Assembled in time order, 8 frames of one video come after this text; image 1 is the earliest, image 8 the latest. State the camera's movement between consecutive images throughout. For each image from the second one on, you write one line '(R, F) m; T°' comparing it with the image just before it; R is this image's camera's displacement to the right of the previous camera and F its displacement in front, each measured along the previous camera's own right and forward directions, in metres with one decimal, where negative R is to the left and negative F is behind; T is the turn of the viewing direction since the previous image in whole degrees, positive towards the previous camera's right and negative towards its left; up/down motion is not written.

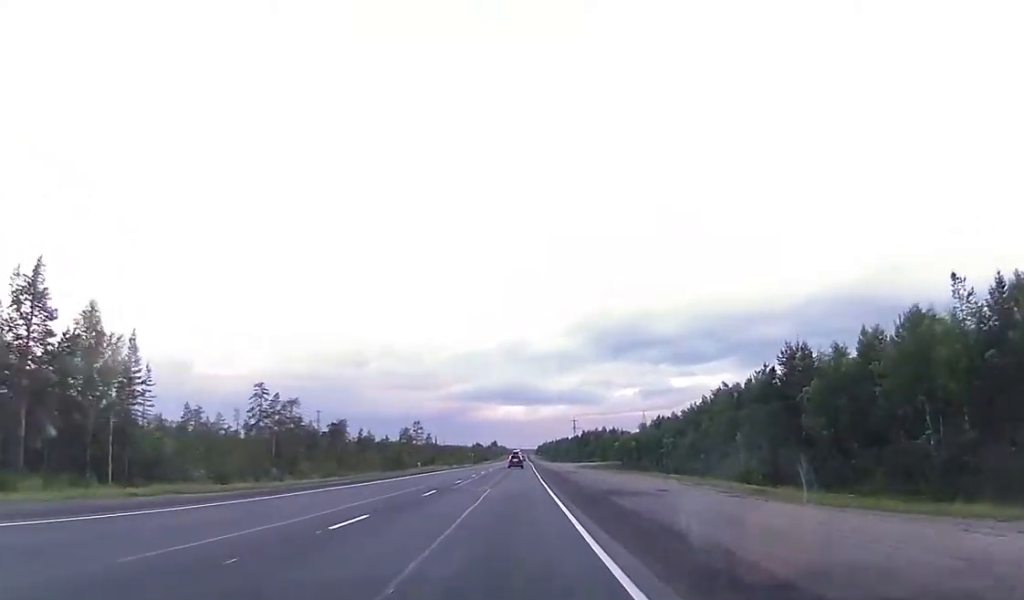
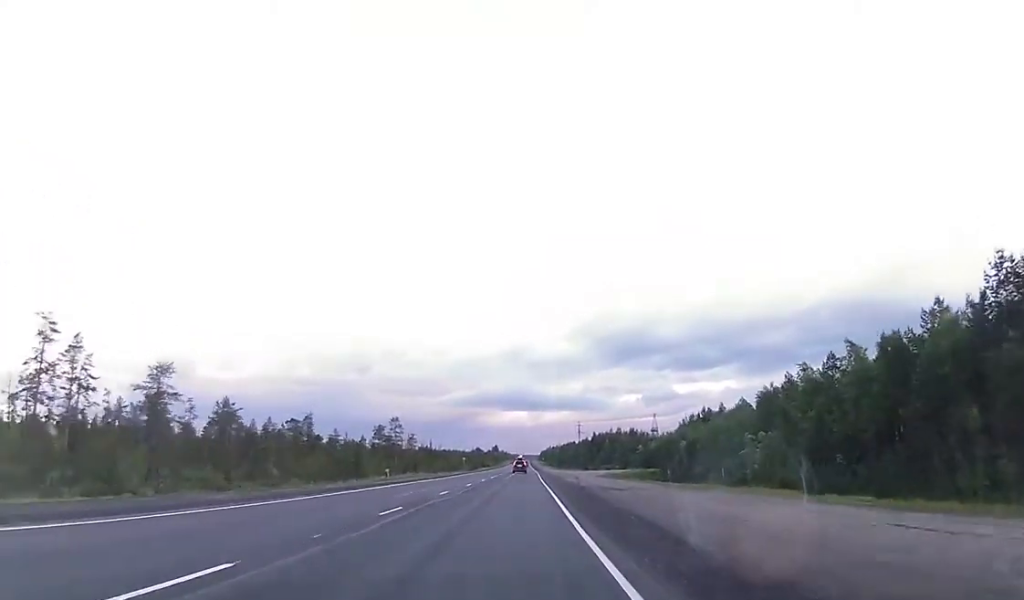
(-0.3, +31.2) m; 0°
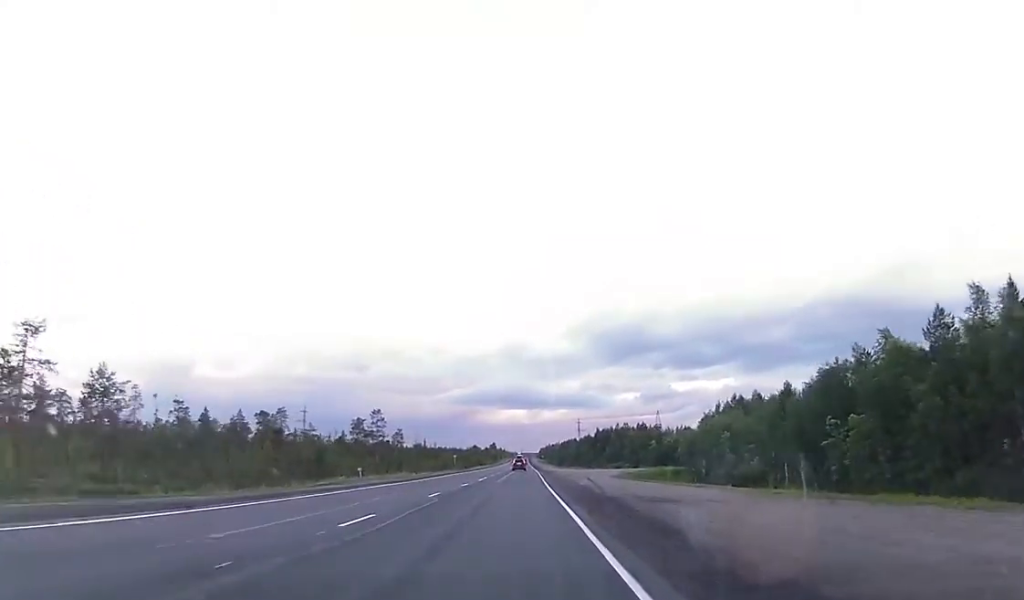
(+0.1, +15.5) m; 0°
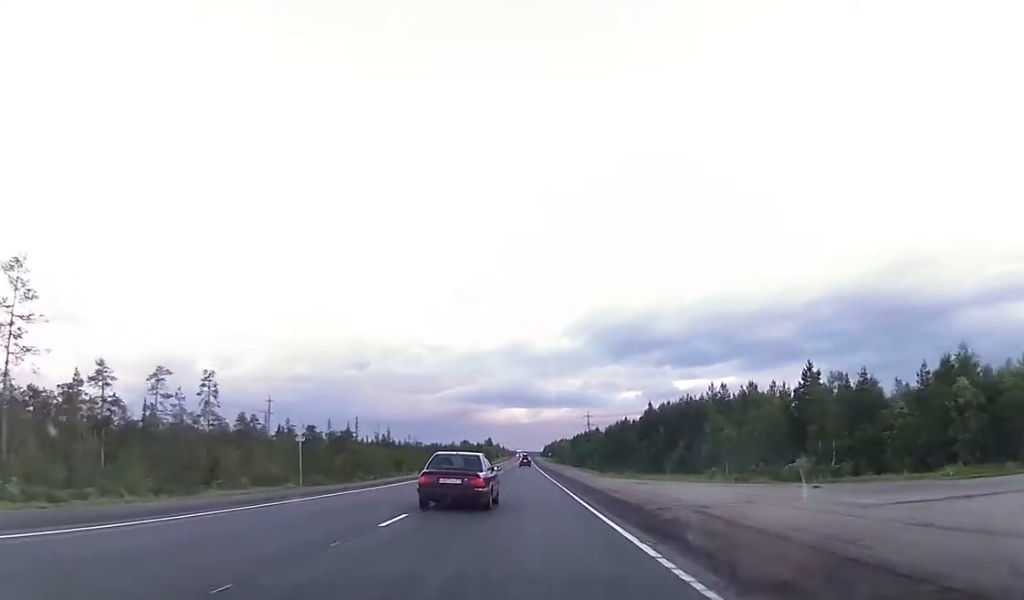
(-0.4, +88.8) m; -1°
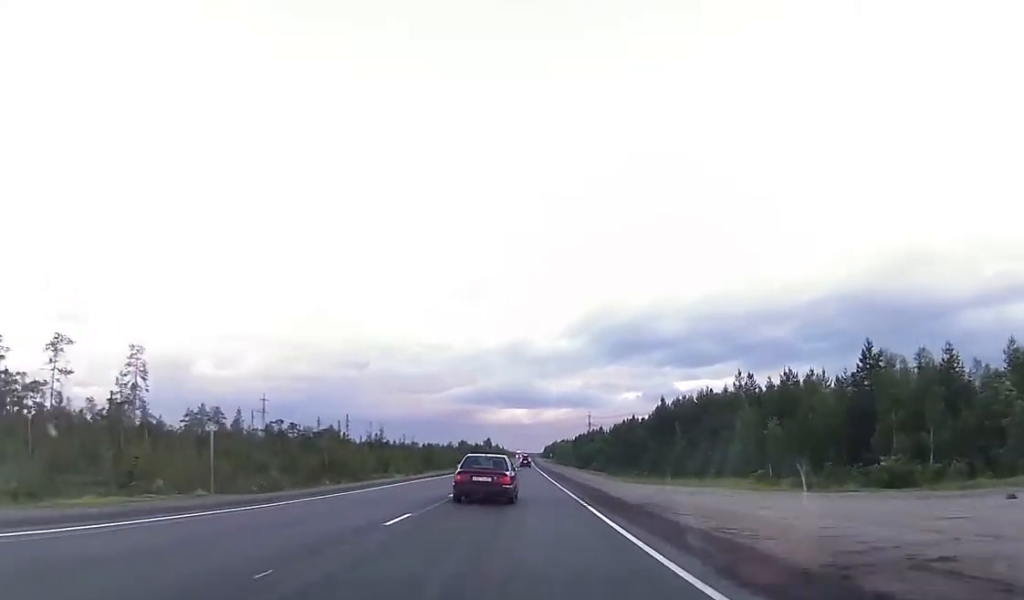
(+0.1, +11.6) m; 0°
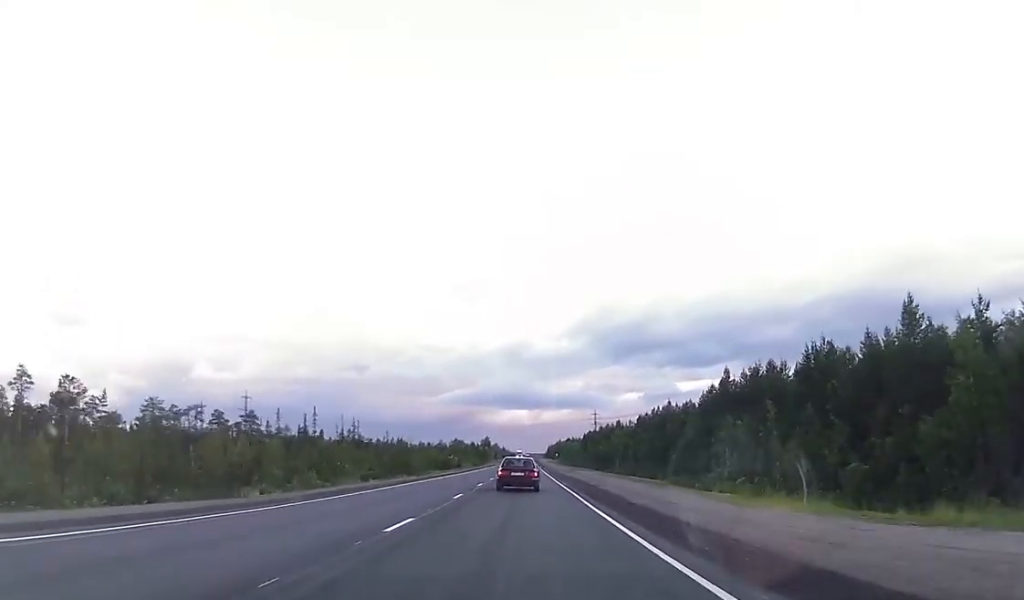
(-0.3, +36.7) m; +1°
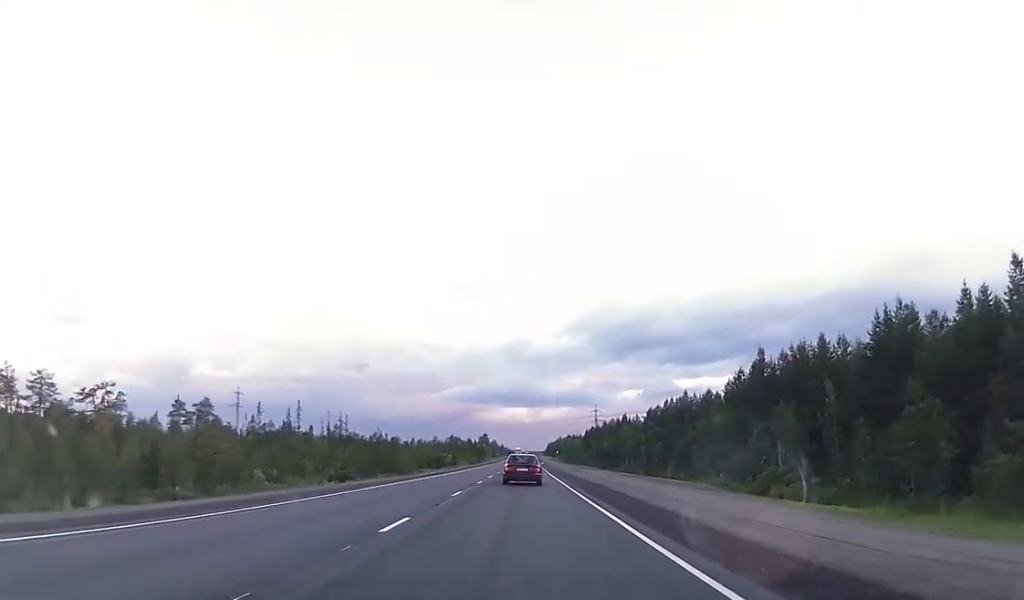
(+0.4, +12.4) m; 0°
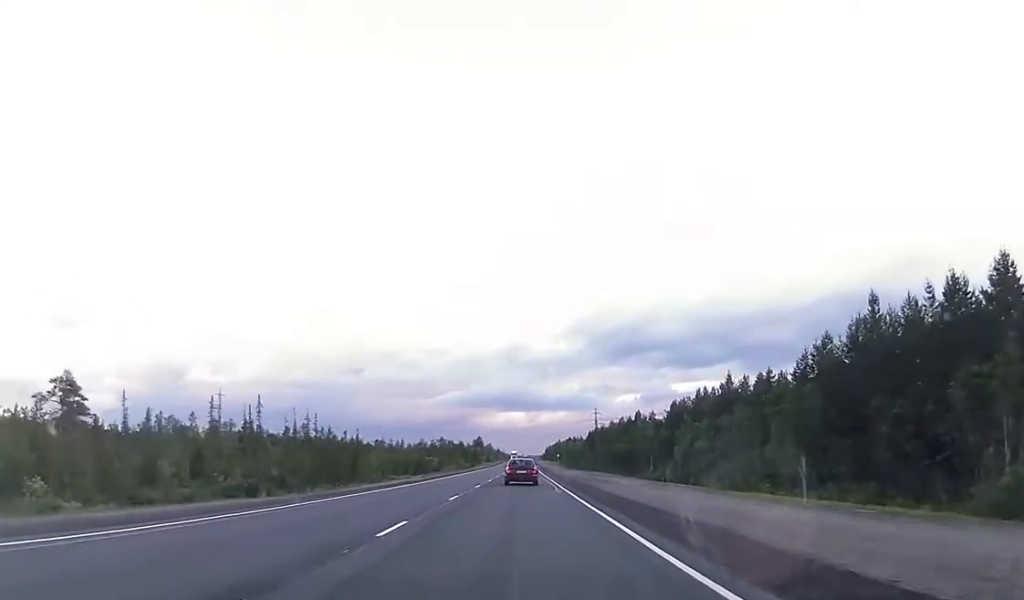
(+0.2, +24.0) m; 0°
